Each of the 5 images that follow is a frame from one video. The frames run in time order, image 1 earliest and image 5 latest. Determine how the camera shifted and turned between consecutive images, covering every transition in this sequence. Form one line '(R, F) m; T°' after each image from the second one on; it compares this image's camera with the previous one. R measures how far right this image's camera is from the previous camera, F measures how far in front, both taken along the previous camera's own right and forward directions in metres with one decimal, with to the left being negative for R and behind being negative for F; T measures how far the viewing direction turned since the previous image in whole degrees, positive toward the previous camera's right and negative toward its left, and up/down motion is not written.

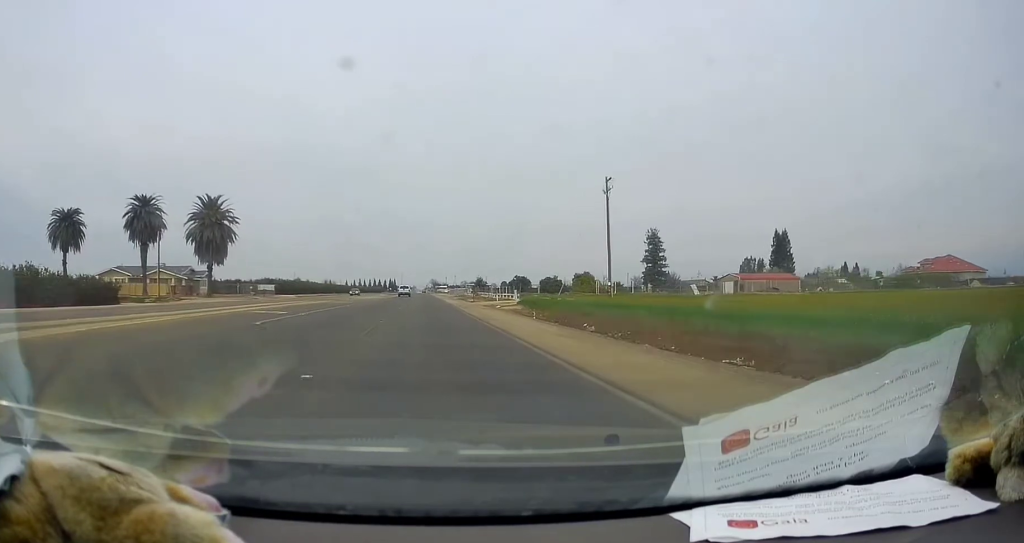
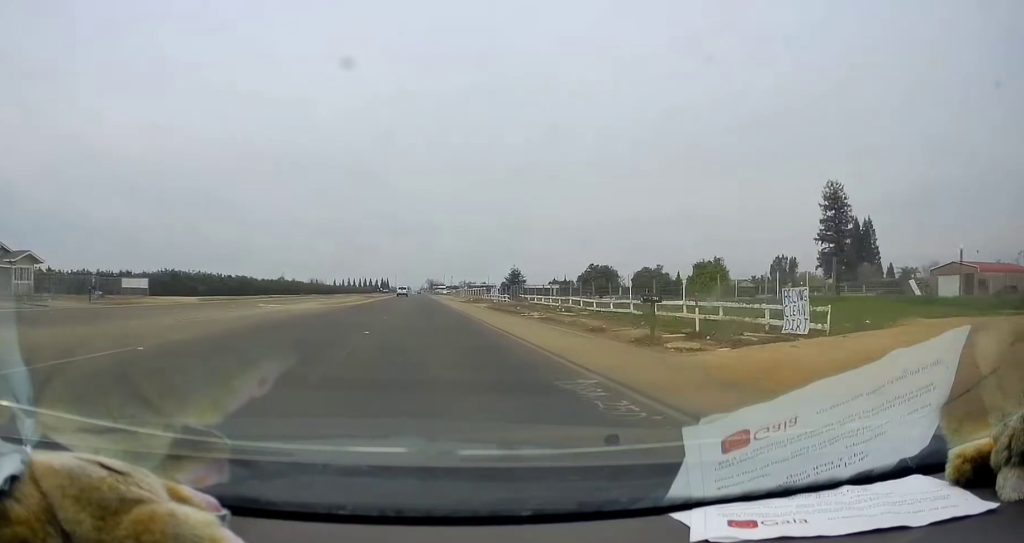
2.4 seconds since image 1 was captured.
(+0.6, +50.8) m; +2°
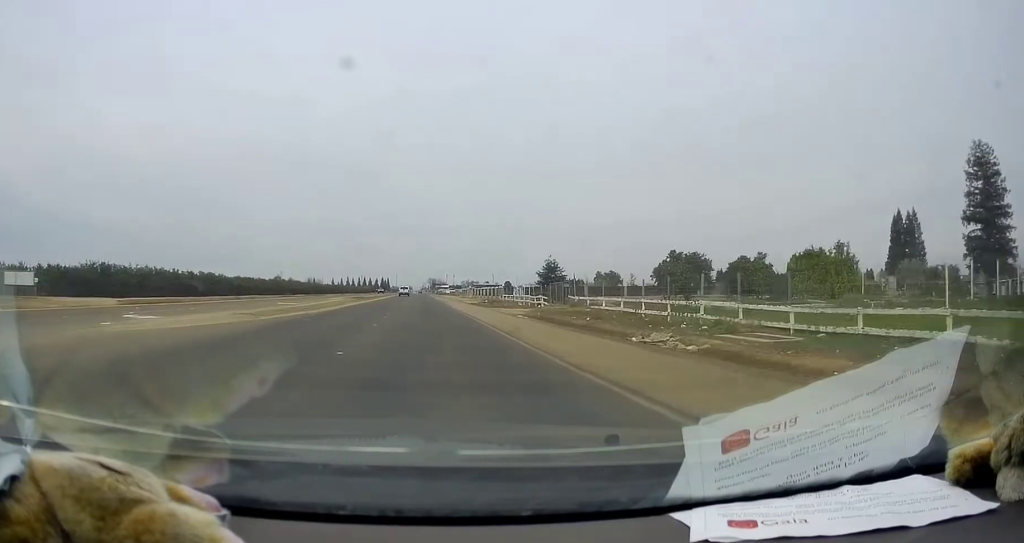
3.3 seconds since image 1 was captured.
(+0.4, +19.4) m; -1°
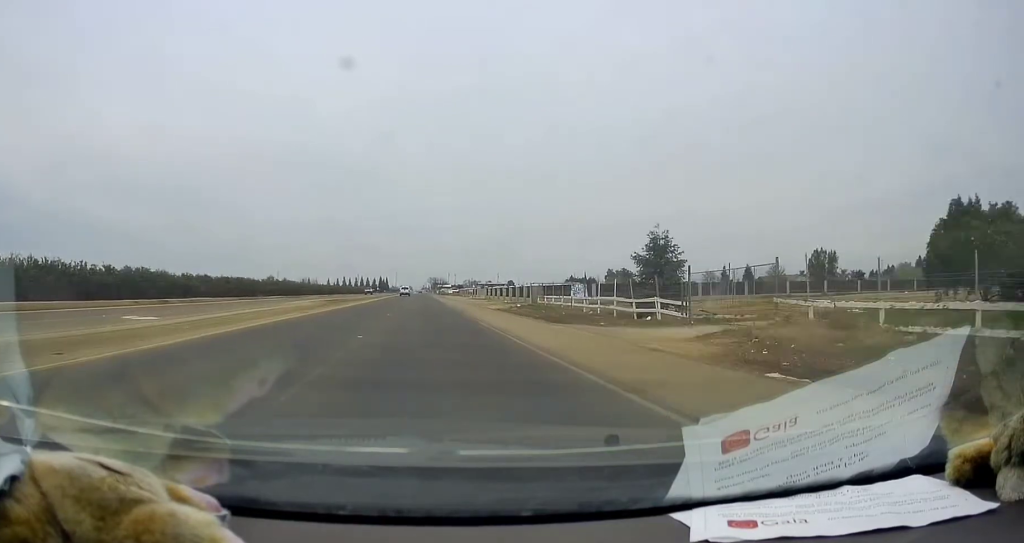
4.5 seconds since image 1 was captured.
(-0.8, +26.1) m; -2°
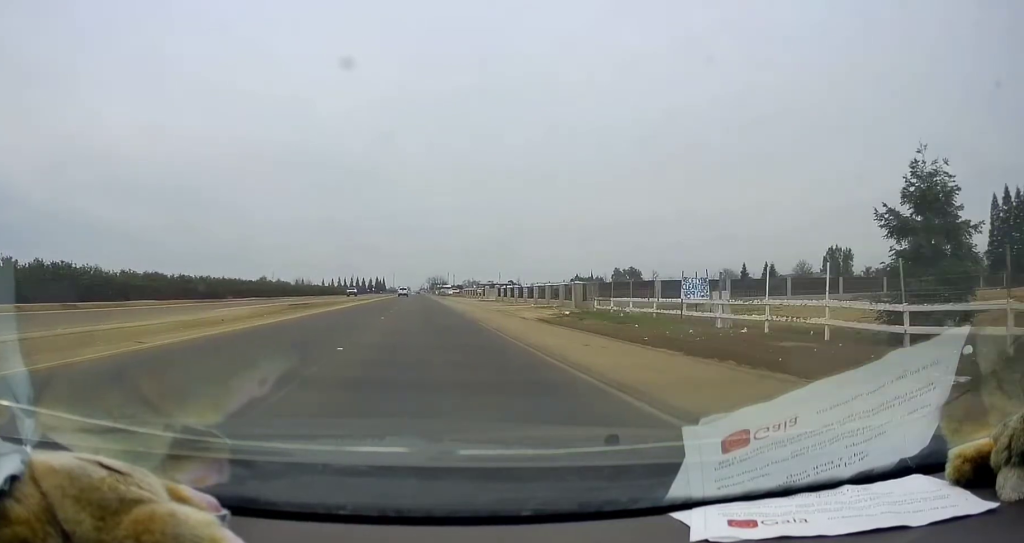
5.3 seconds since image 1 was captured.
(0.0, +17.4) m; 0°
